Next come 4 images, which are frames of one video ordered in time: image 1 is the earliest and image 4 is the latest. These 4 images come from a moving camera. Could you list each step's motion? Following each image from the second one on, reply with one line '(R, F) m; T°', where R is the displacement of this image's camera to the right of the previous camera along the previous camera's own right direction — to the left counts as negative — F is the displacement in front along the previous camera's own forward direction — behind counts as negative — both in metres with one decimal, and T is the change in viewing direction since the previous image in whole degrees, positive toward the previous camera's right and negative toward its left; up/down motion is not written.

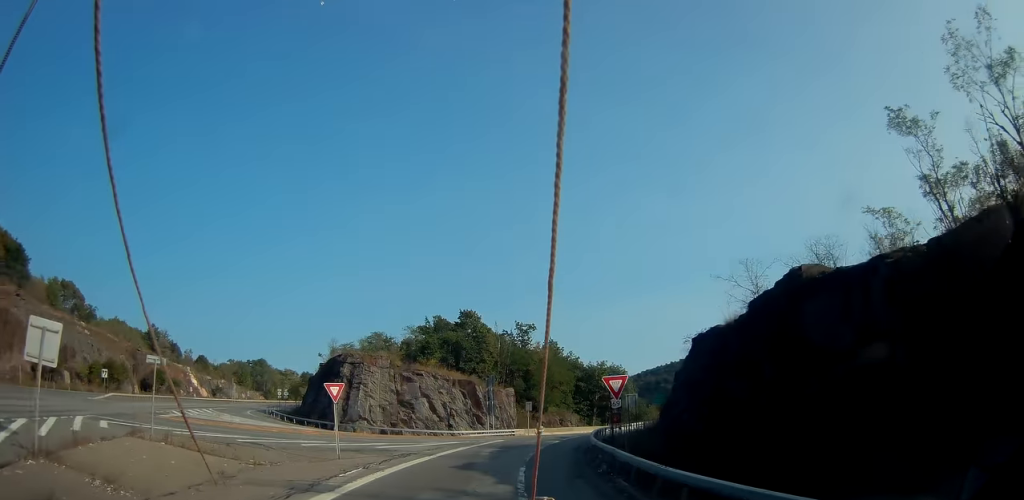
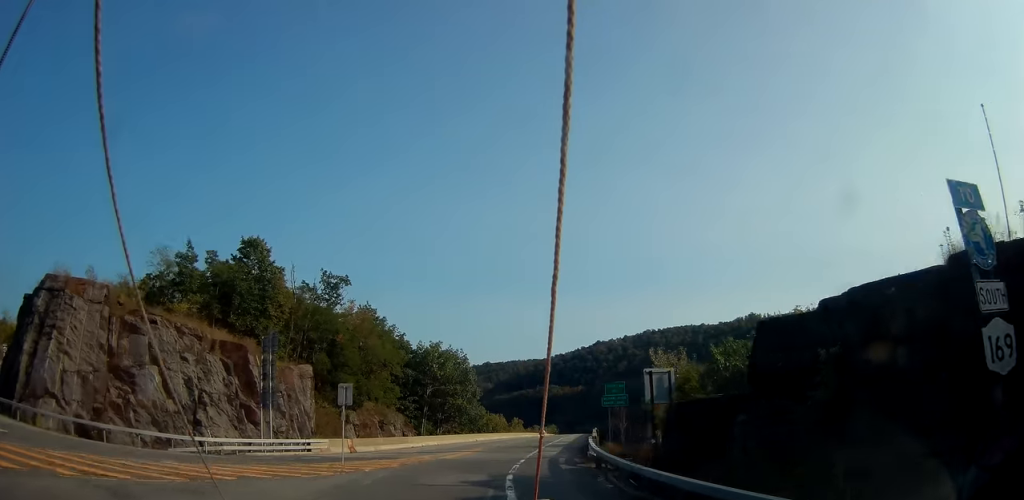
(+4.6, +29.8) m; +19°
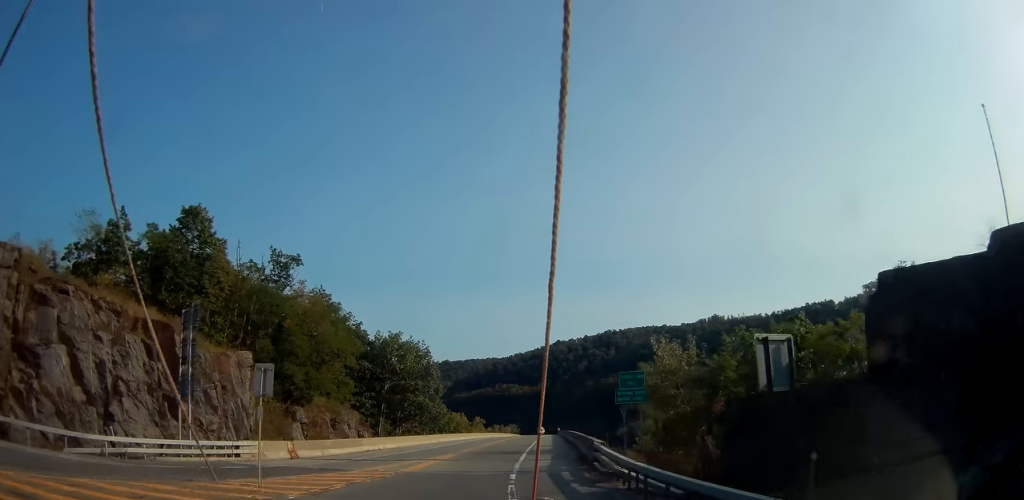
(+0.4, +6.9) m; +5°
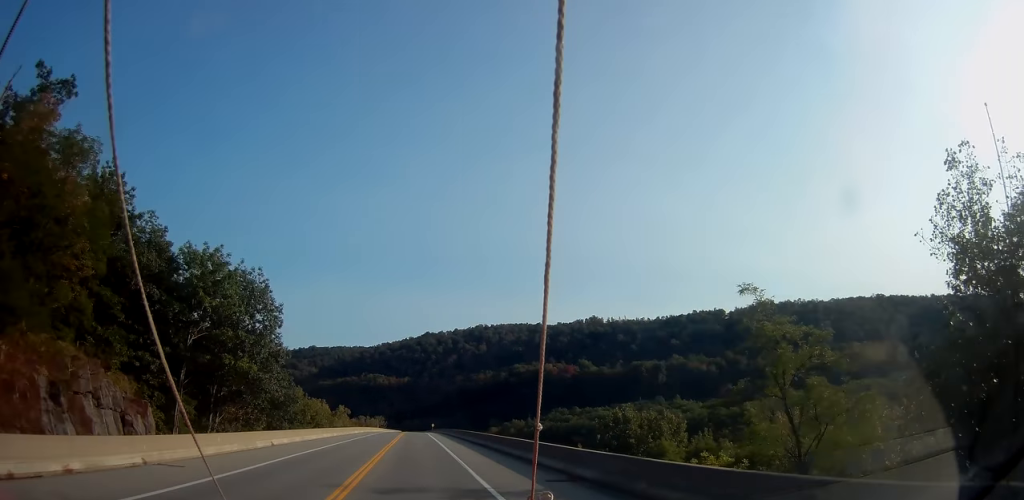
(+3.5, +27.7) m; +11°
